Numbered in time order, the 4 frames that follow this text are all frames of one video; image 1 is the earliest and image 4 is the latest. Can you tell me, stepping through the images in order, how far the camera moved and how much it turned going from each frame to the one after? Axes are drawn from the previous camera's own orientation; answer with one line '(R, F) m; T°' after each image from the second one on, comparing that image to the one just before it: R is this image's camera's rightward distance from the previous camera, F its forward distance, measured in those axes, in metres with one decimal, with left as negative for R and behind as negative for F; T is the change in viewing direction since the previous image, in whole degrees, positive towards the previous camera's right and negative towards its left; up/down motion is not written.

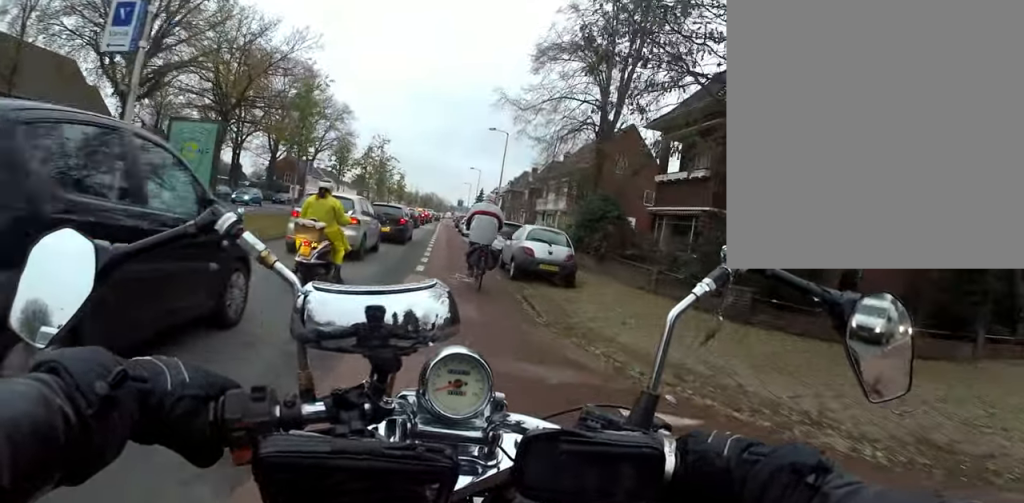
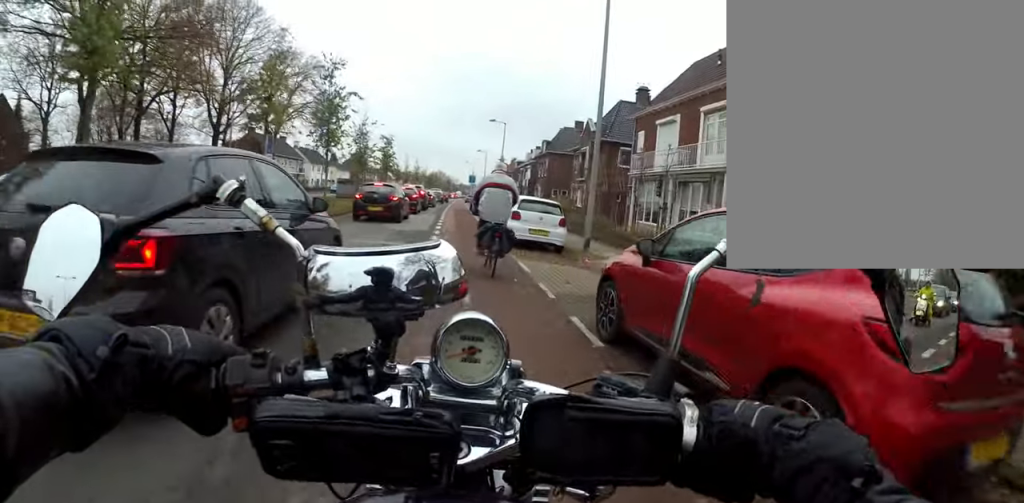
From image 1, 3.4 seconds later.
(-1.5, +22.3) m; -13°
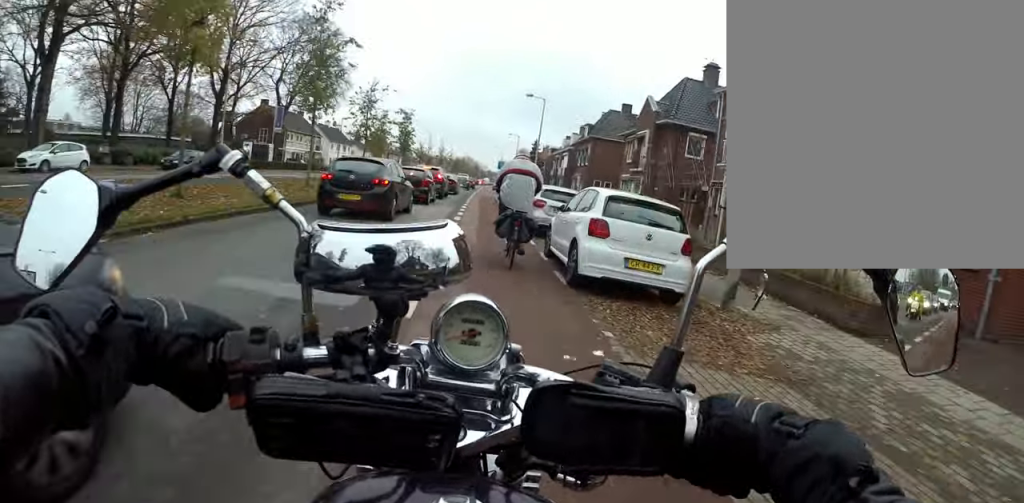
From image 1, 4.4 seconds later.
(0.0, +6.5) m; 0°
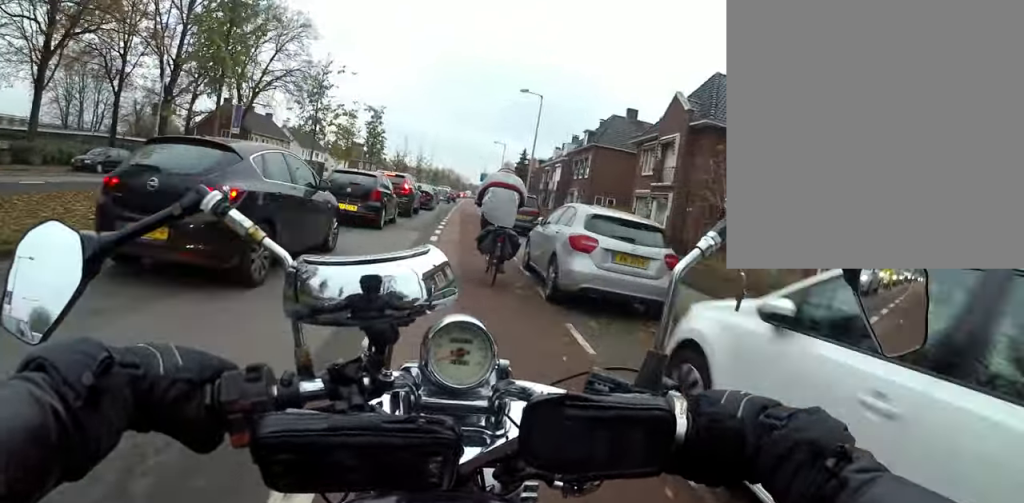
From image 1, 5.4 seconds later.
(0.0, +6.4) m; +6°
